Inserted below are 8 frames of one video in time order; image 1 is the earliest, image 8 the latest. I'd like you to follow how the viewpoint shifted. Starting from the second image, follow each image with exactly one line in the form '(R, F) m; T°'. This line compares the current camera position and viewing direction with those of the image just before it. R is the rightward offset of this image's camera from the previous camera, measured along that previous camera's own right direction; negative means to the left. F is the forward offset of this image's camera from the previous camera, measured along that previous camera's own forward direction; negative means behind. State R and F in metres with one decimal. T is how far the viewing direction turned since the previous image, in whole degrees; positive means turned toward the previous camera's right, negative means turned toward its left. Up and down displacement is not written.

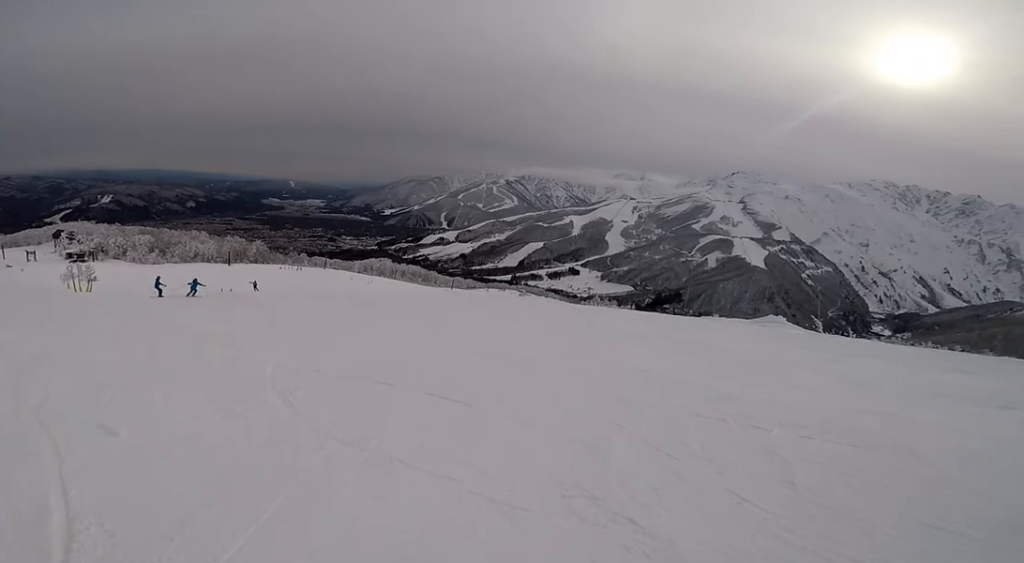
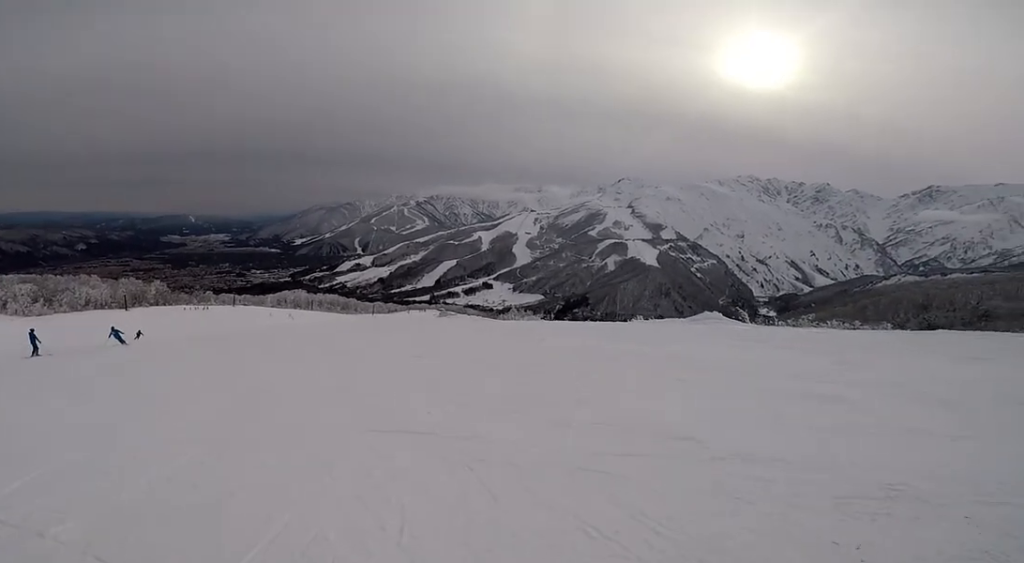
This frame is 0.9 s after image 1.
(+0.1, +4.1) m; +15°
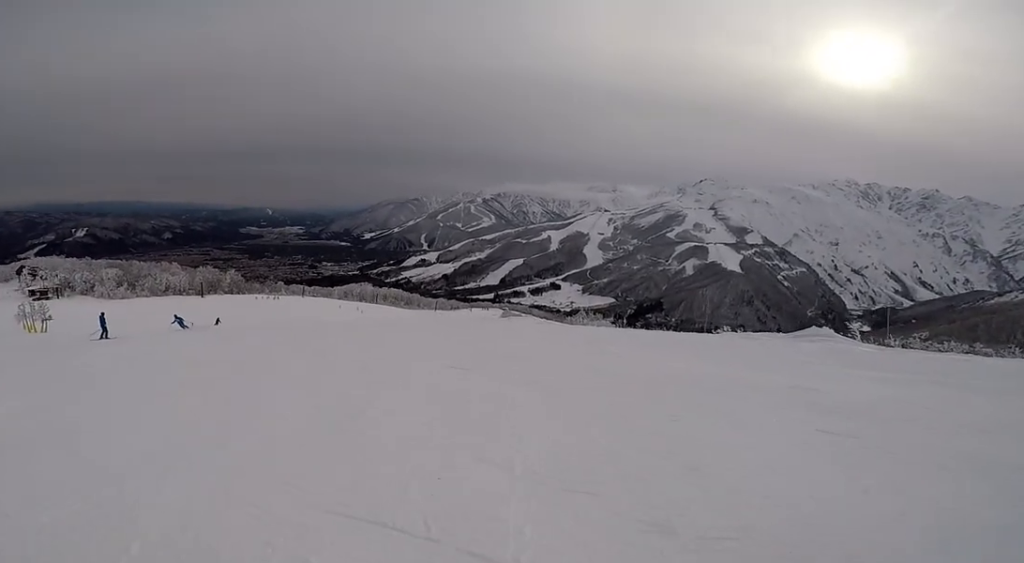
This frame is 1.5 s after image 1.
(+0.6, +2.3) m; -7°
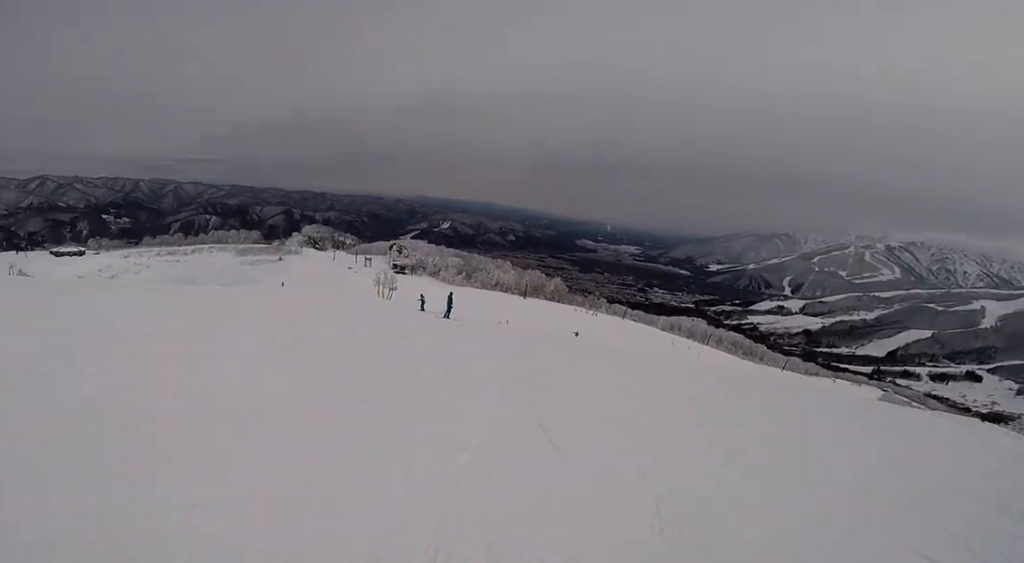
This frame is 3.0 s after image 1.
(-2.1, +5.3) m; -44°
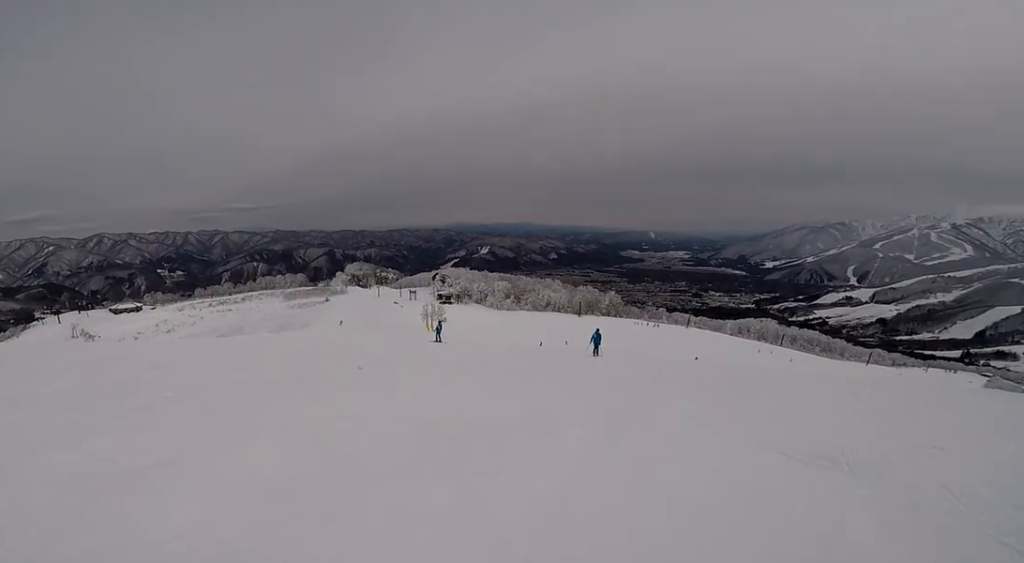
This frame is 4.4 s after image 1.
(-0.2, +6.5) m; -2°
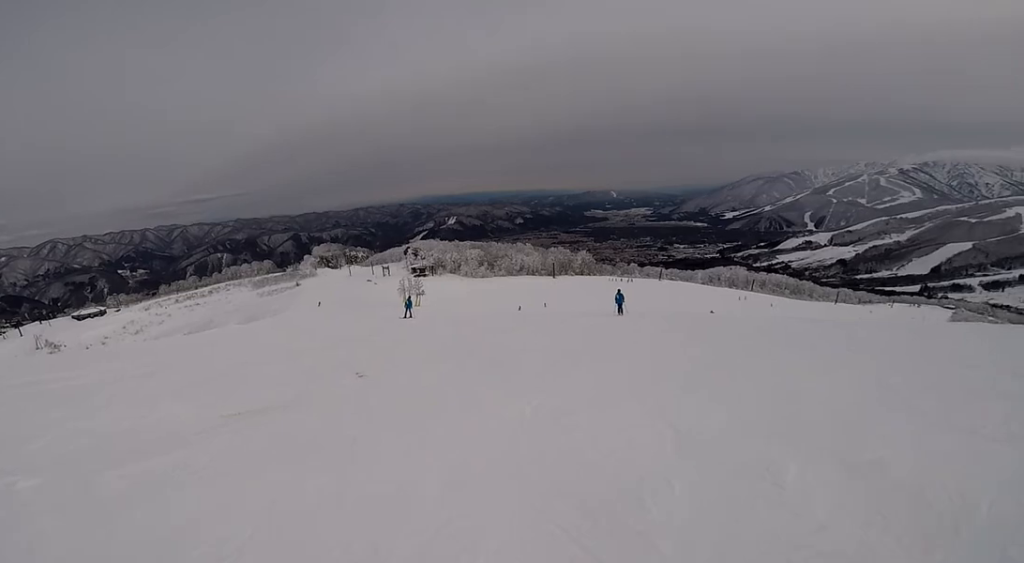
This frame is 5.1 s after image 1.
(0.0, +3.5) m; +1°
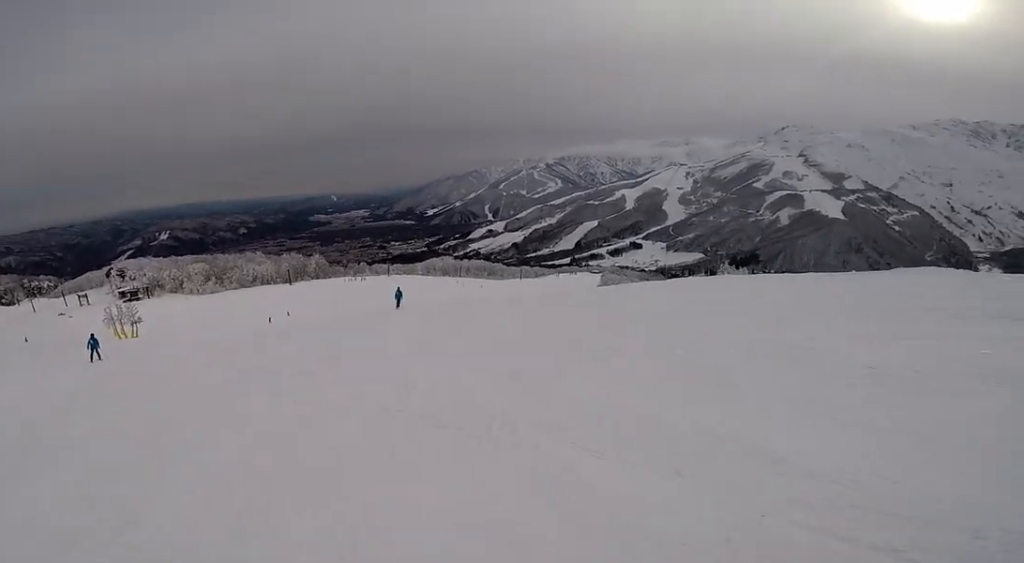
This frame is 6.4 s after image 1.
(+1.1, +6.8) m; +30°
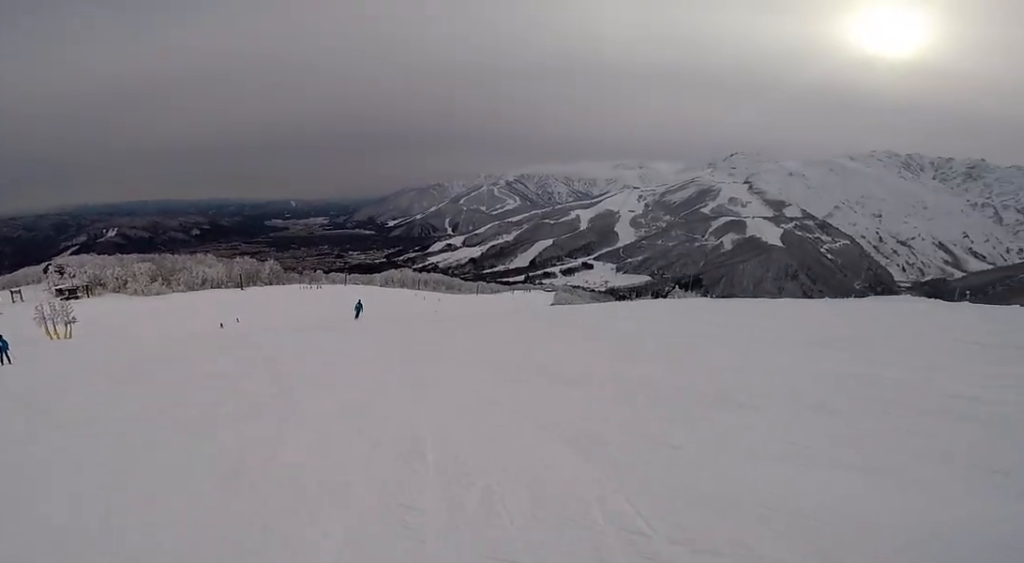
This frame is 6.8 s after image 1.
(+0.2, +2.3) m; +14°
